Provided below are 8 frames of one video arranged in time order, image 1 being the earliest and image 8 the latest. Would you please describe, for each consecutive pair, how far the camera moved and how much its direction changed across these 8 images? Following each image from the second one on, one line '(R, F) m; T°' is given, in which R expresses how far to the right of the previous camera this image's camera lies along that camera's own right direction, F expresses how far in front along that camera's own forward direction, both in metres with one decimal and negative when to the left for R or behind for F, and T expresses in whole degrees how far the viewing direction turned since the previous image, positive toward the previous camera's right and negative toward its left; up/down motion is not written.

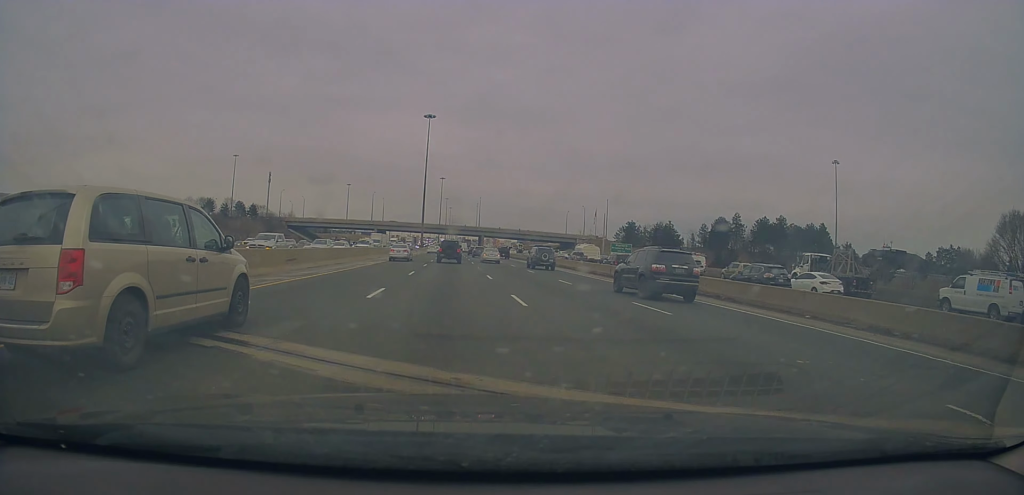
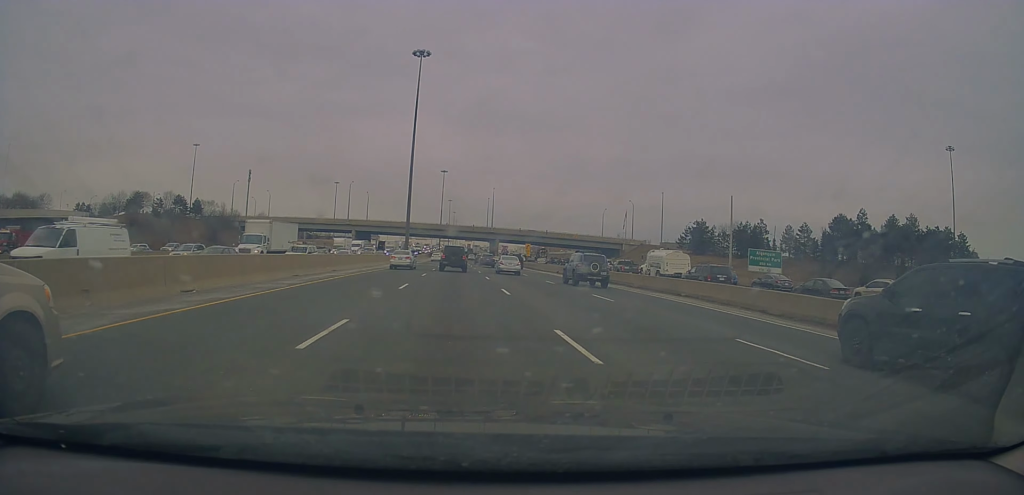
(+0.2, +53.0) m; 0°
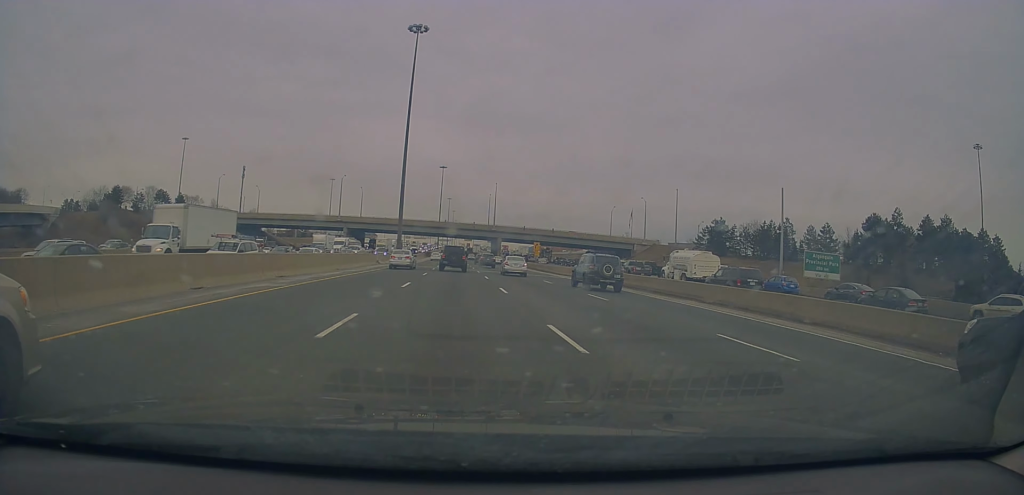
(-0.1, +11.1) m; 0°
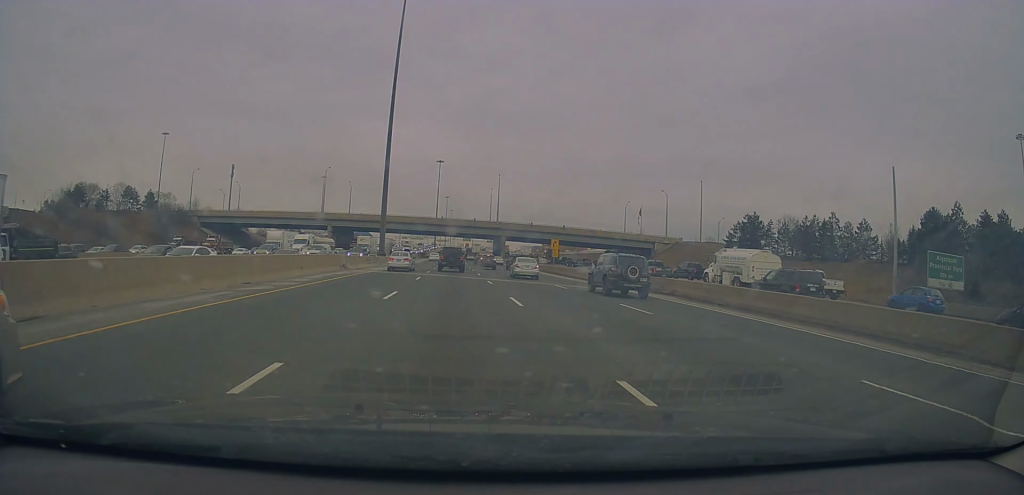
(0.0, +16.7) m; 0°
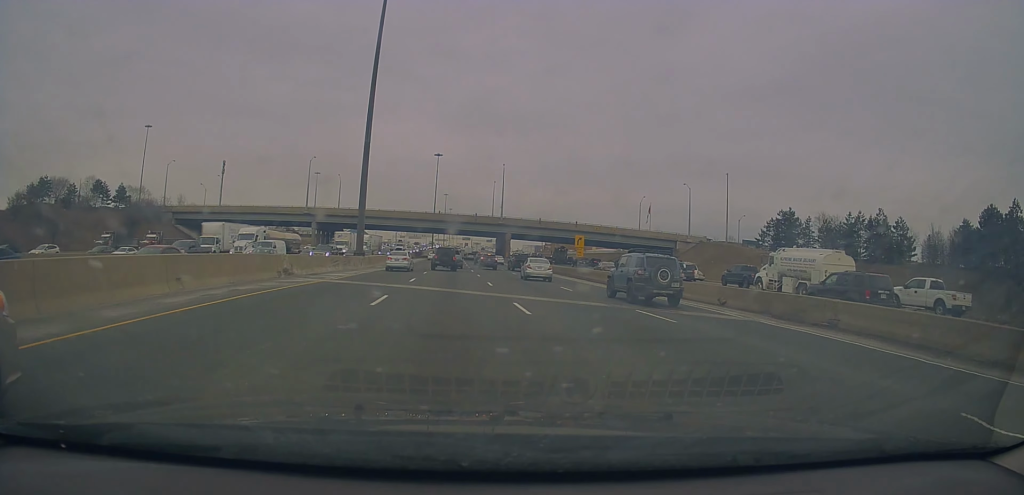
(0.0, +14.4) m; 0°
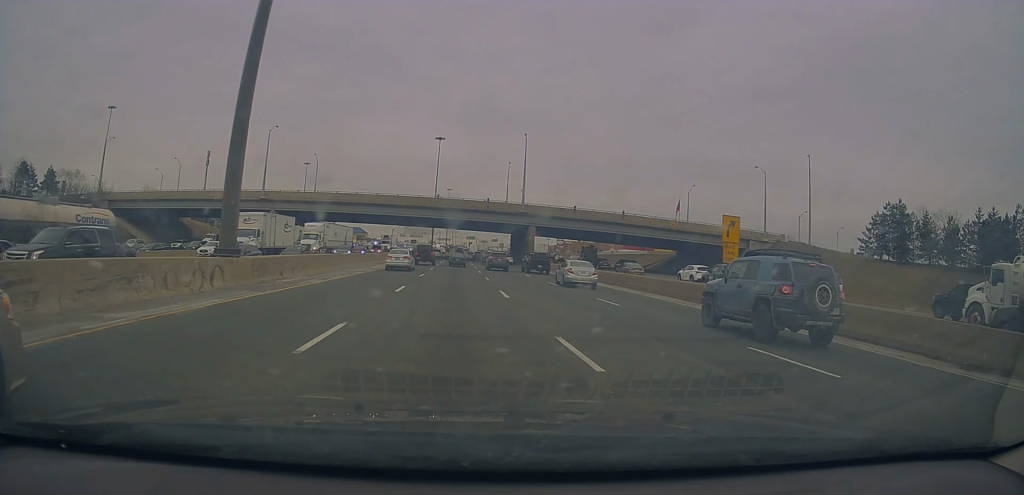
(+0.1, +29.3) m; -1°
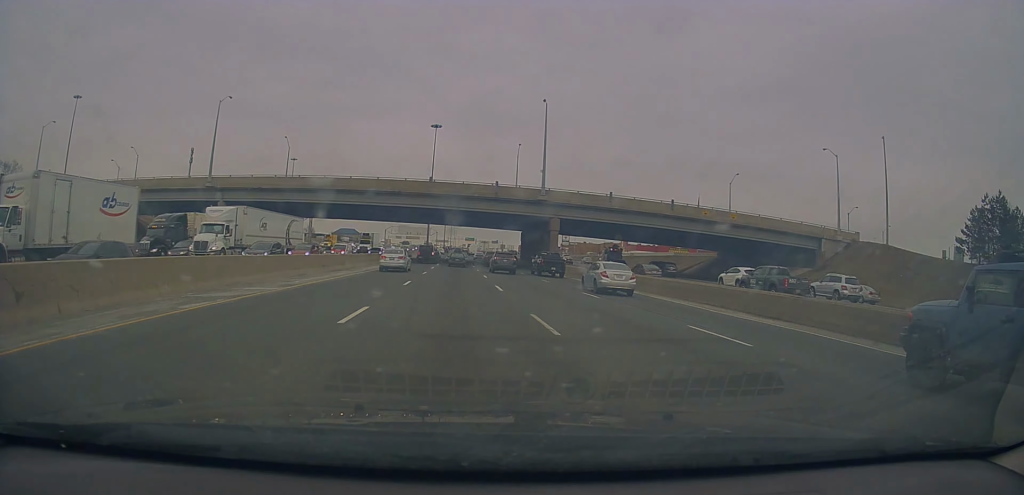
(-0.3, +19.8) m; 0°
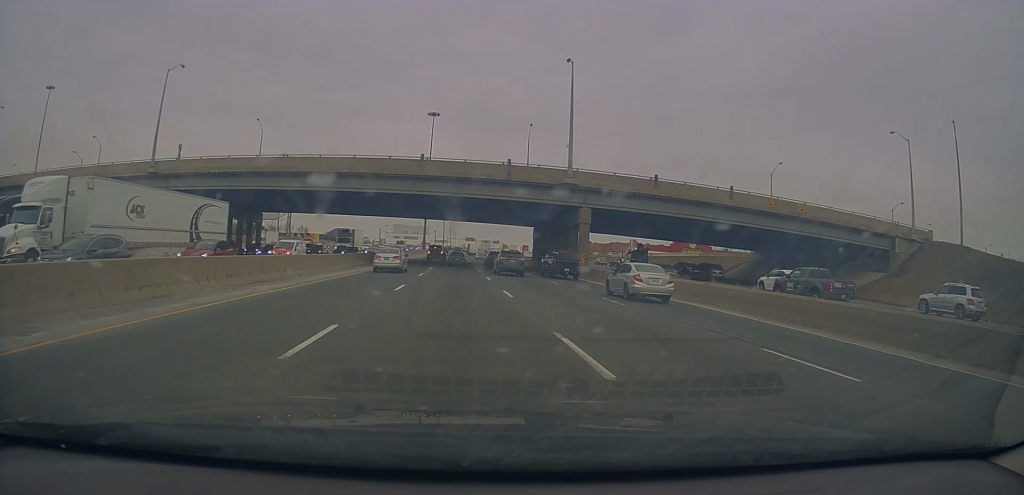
(0.0, +14.6) m; 0°
